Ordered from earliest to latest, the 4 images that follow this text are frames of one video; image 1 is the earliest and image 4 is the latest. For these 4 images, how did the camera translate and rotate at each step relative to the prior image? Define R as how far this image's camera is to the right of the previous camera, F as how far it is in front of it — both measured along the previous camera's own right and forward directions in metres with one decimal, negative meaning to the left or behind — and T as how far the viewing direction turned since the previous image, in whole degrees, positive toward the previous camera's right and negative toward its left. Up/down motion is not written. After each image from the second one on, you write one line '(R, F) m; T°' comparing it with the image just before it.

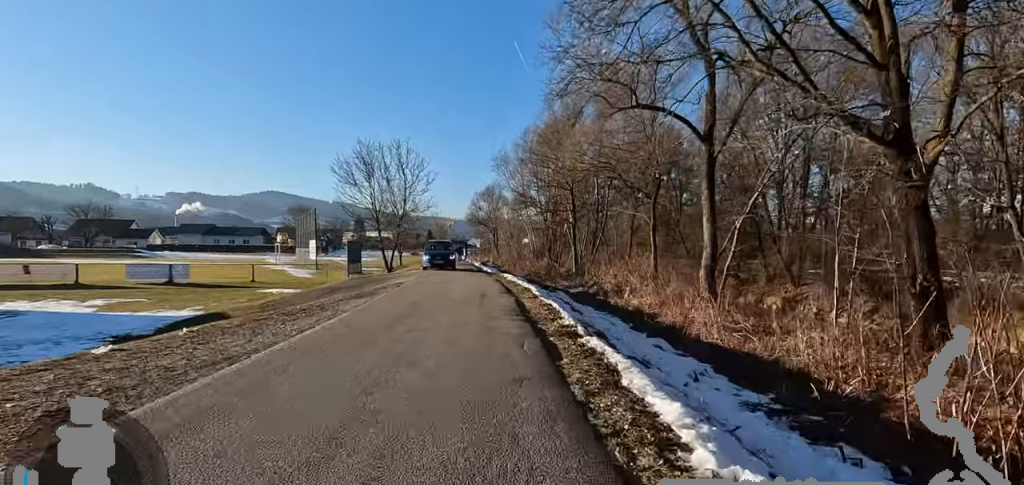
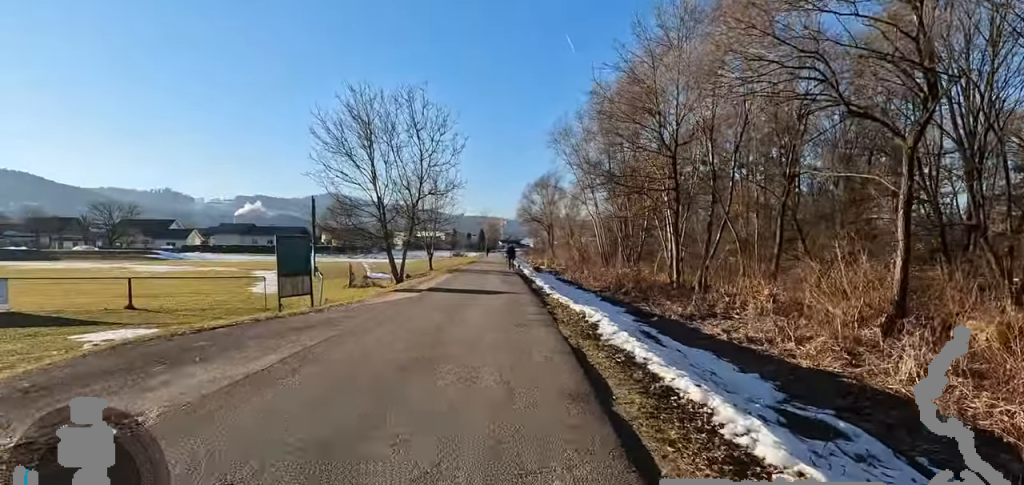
(+1.1, +15.1) m; -3°
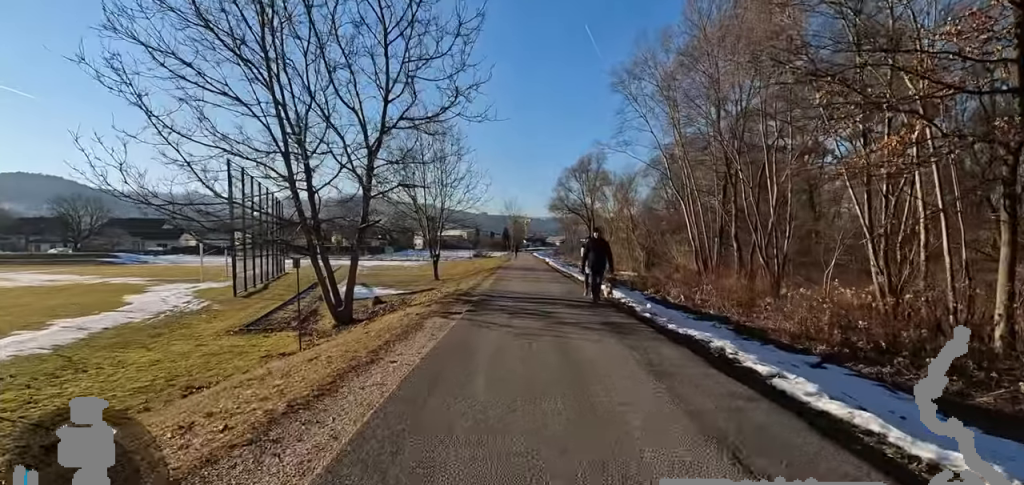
(+1.4, +16.6) m; 0°
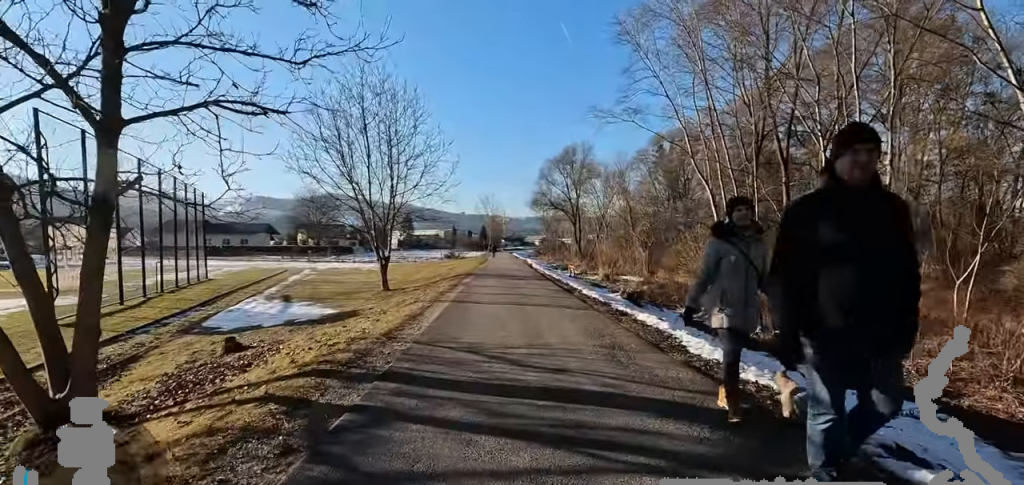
(-0.3, +7.9) m; +8°
